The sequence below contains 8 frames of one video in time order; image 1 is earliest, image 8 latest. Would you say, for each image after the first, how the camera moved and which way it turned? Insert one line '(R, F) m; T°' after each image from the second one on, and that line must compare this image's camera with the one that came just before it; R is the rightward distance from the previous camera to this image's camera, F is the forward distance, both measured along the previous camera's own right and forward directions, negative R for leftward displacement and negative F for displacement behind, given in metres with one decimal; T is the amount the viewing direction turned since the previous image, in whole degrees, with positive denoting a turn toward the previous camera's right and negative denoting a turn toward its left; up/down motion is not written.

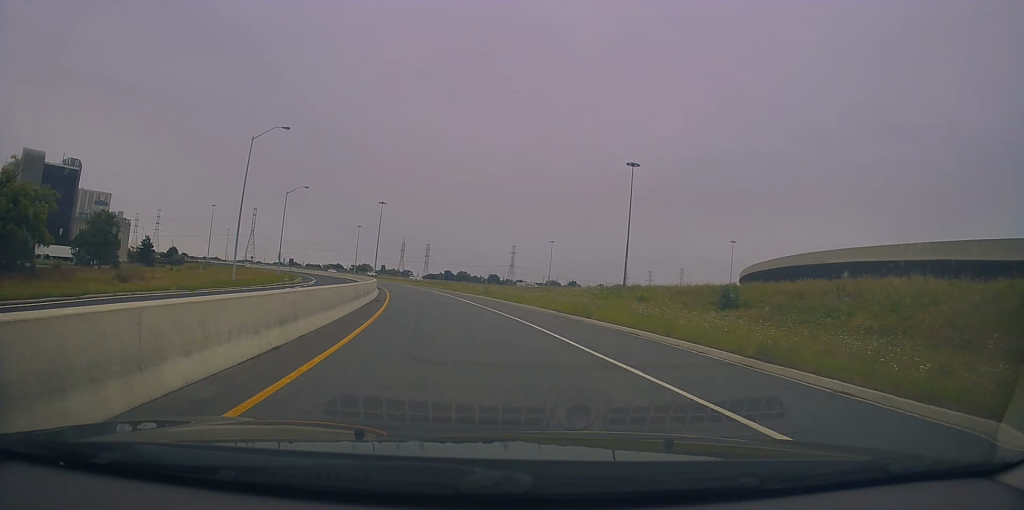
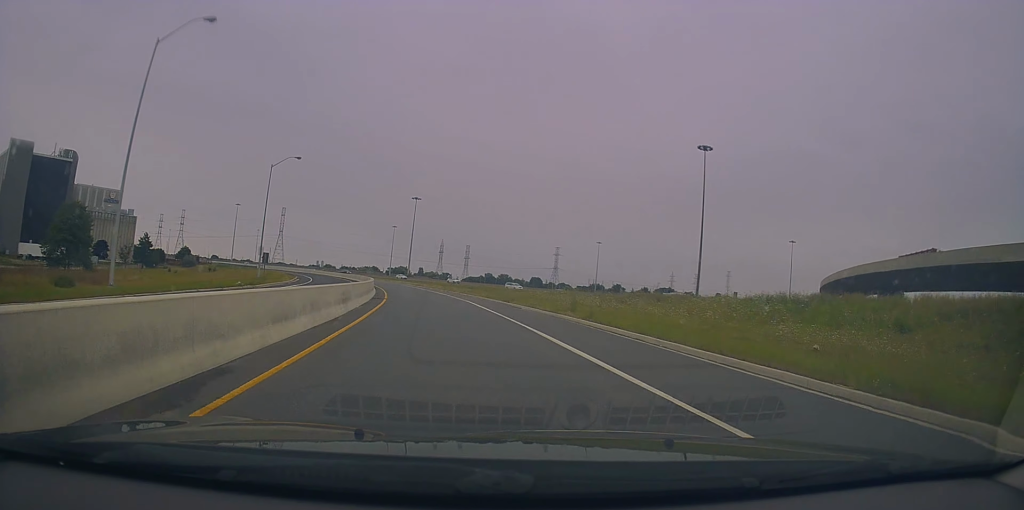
(-1.0, +22.7) m; -5°
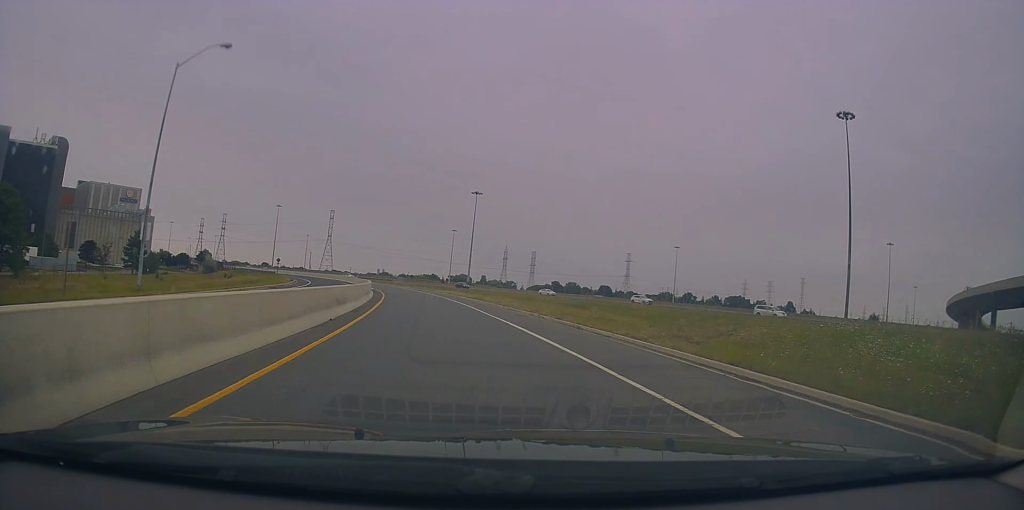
(-1.8, +32.9) m; -6°
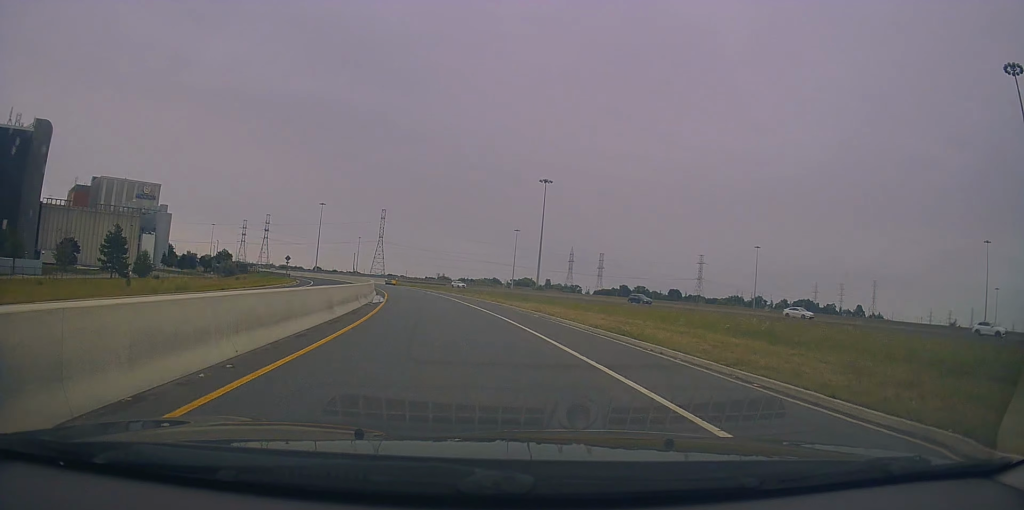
(-1.0, +30.1) m; -5°
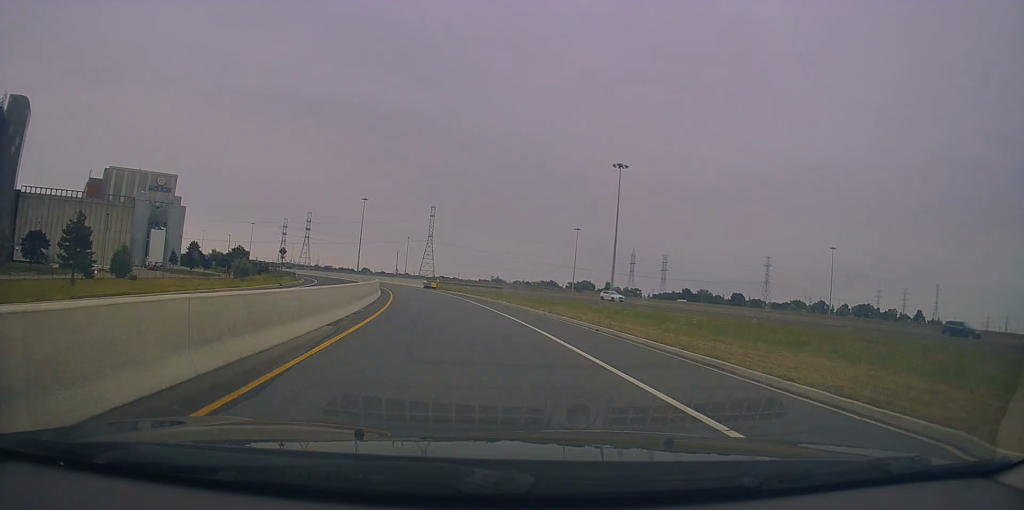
(-1.3, +26.2) m; -5°
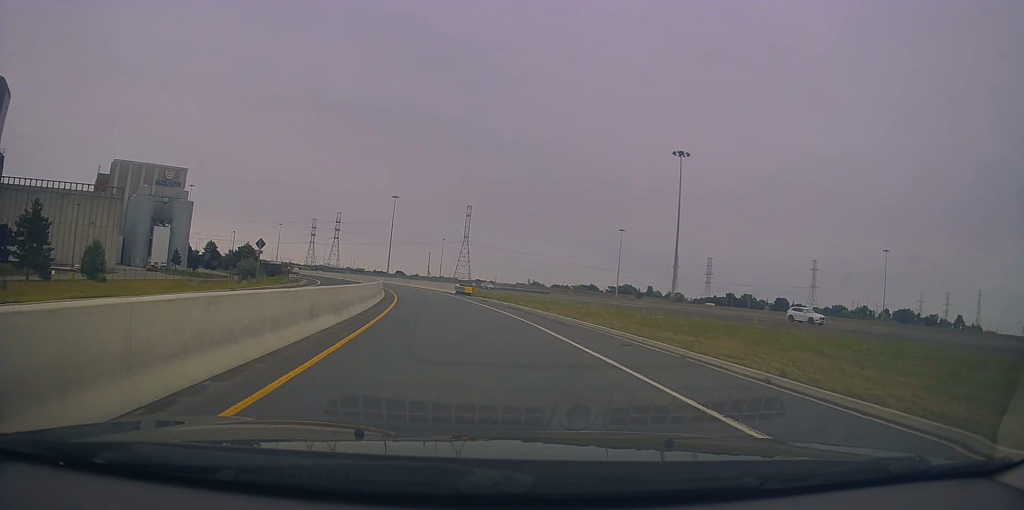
(-0.6, +17.9) m; -3°
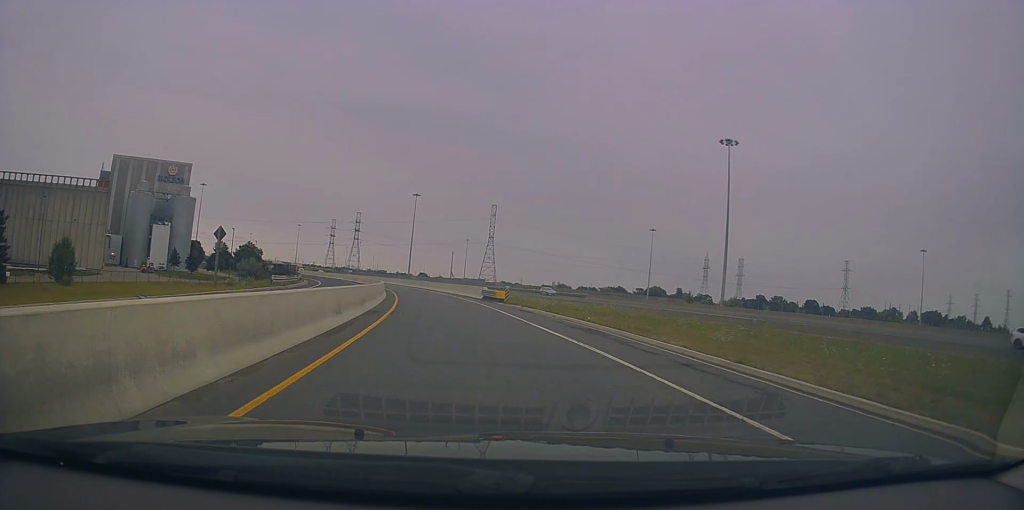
(-0.3, +12.8) m; -2°
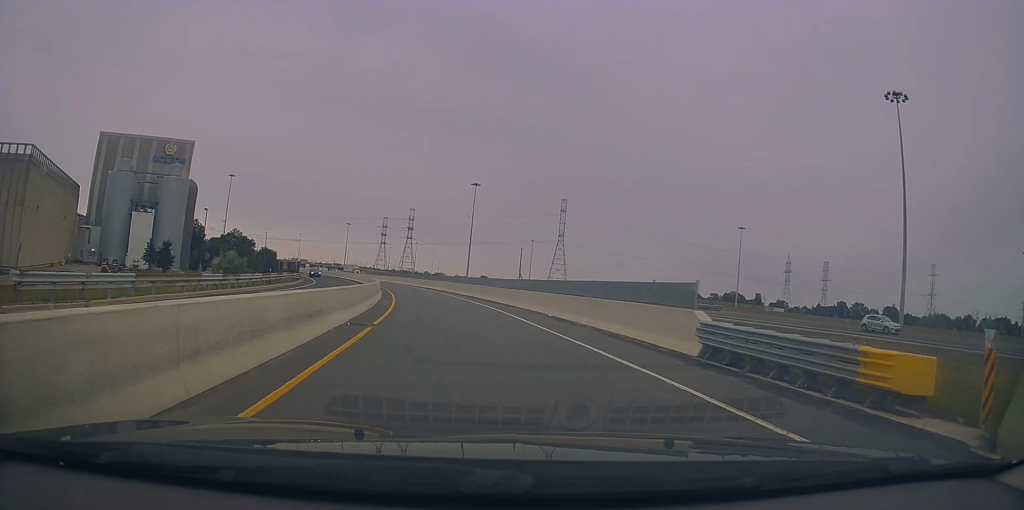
(-2.2, +35.5) m; -7°
